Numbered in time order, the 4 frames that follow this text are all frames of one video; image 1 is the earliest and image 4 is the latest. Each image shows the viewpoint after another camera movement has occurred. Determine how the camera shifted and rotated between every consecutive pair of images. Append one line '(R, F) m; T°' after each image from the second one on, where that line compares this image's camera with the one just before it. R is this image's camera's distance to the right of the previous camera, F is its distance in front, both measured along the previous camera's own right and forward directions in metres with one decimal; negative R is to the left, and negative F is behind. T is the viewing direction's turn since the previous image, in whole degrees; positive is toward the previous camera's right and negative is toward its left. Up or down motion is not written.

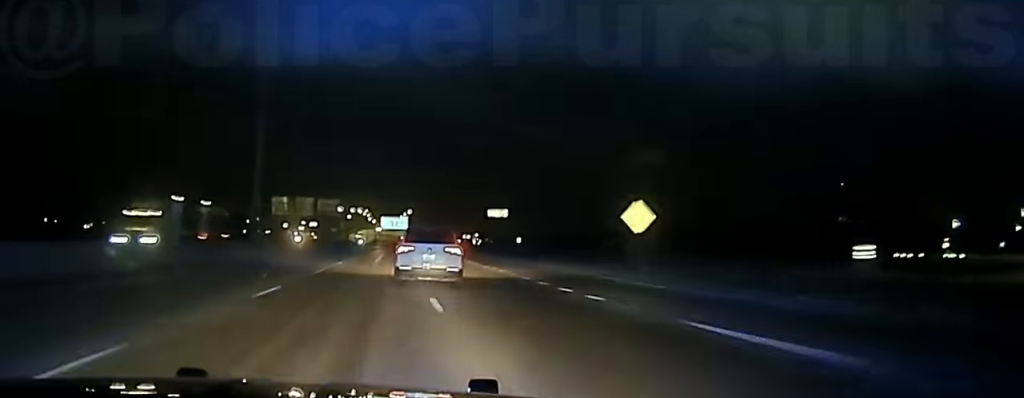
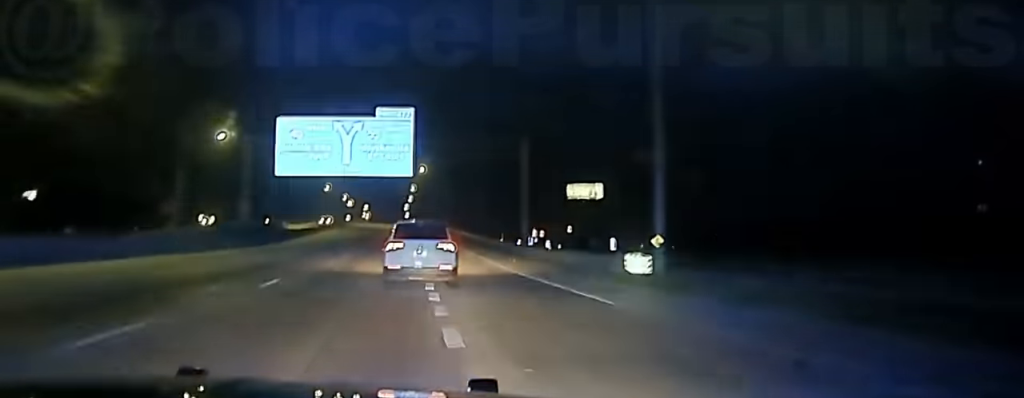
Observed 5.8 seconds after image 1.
(+0.7, +315.1) m; 0°
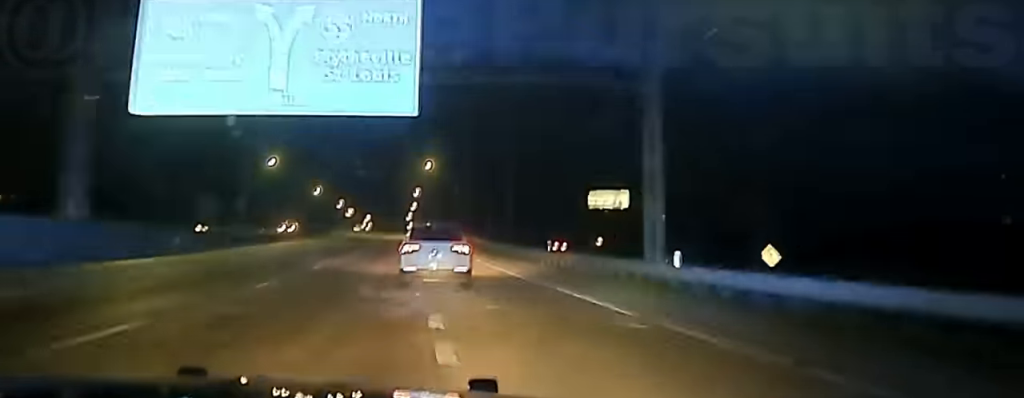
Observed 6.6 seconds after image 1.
(0.0, +33.4) m; 0°
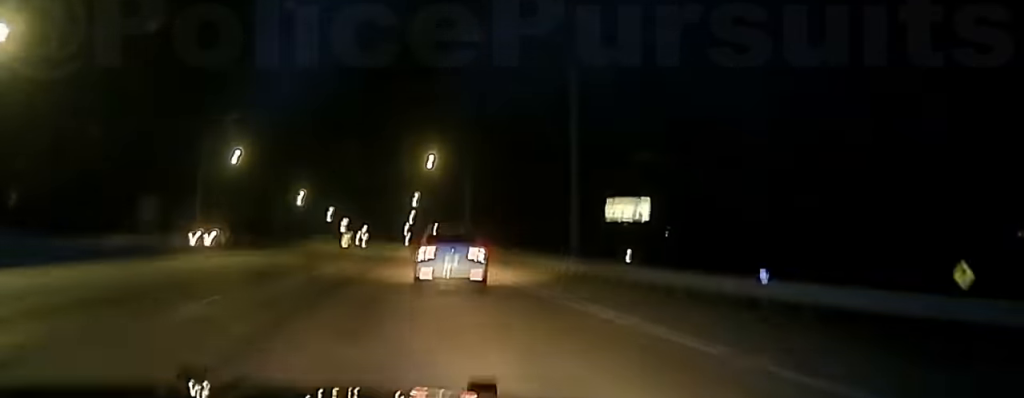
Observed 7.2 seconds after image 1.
(0.0, +30.5) m; 0°
